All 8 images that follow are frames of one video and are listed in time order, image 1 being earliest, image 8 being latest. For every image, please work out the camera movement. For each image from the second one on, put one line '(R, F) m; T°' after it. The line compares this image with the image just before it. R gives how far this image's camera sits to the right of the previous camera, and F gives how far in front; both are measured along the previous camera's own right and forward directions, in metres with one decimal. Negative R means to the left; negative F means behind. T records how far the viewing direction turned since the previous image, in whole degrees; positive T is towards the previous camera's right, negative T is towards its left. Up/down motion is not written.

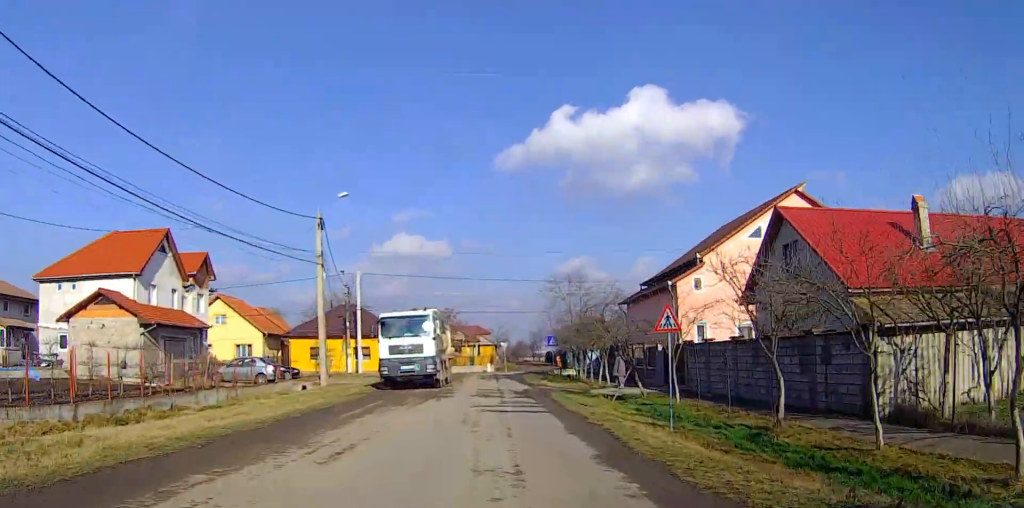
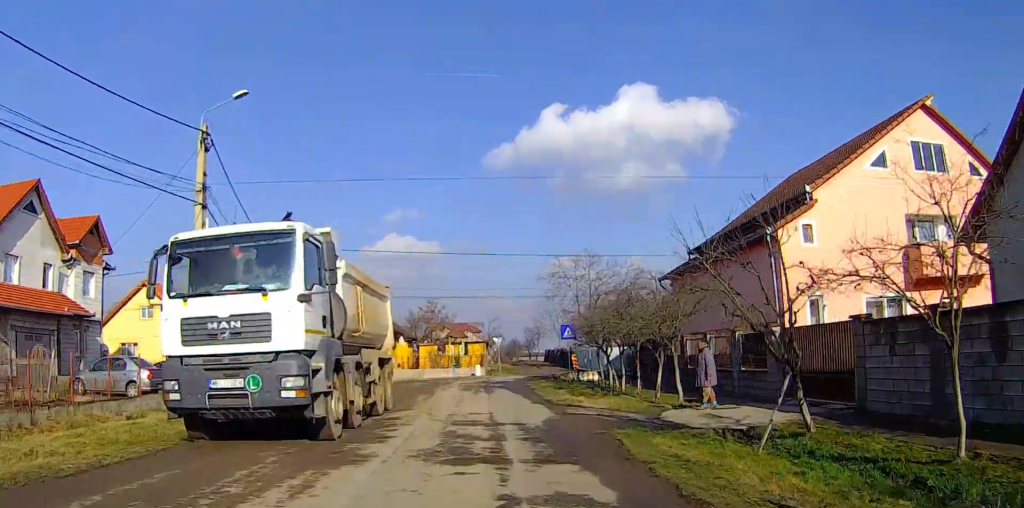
(-0.2, +12.5) m; -1°
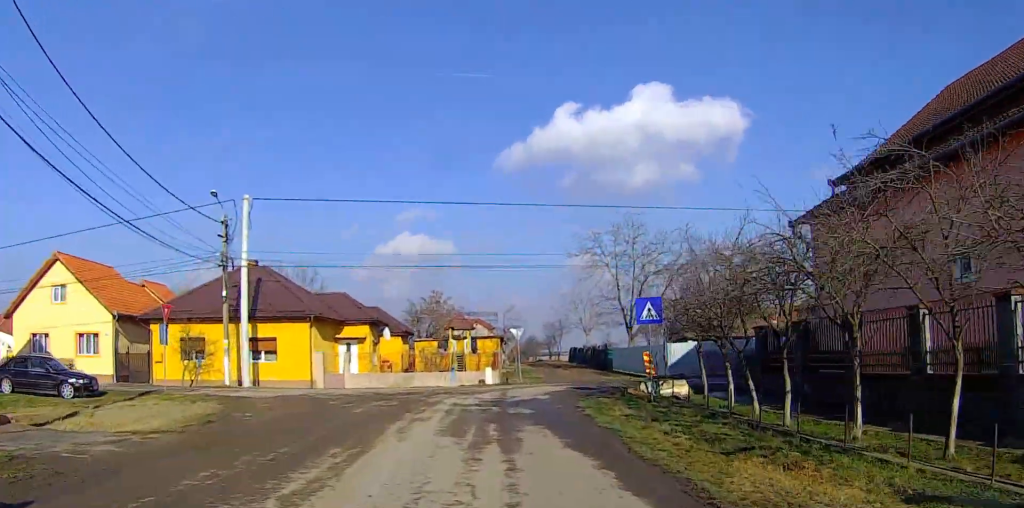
(-0.2, +13.2) m; 0°
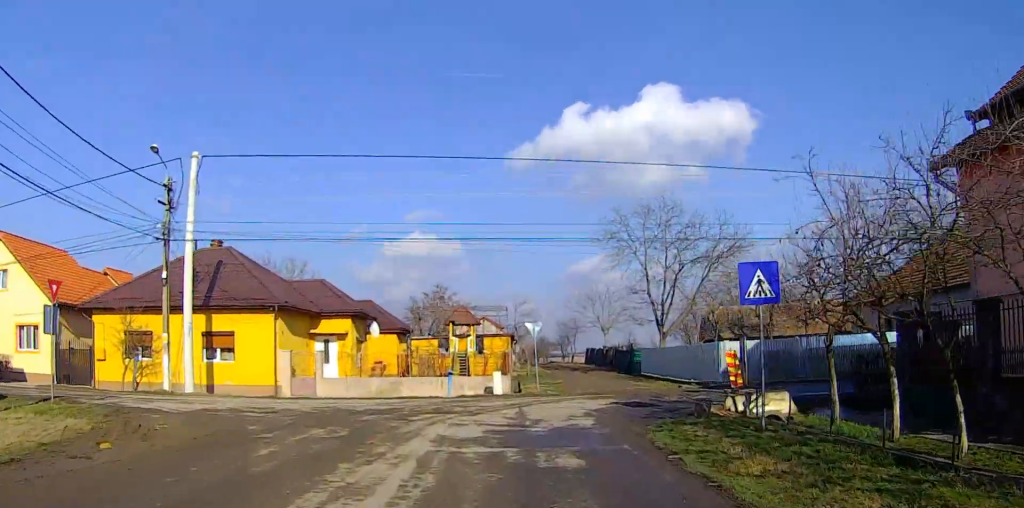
(+0.1, +7.1) m; +1°
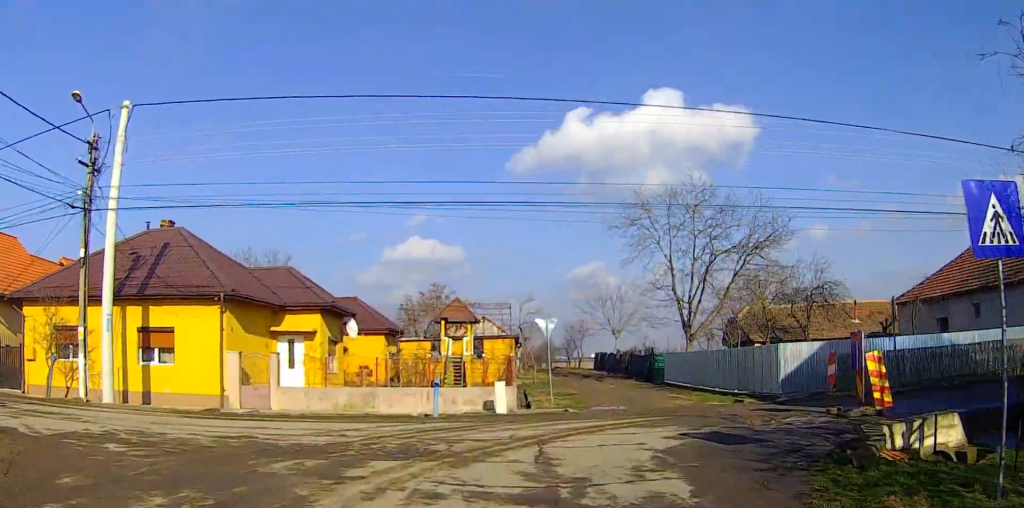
(0.0, +6.0) m; +3°
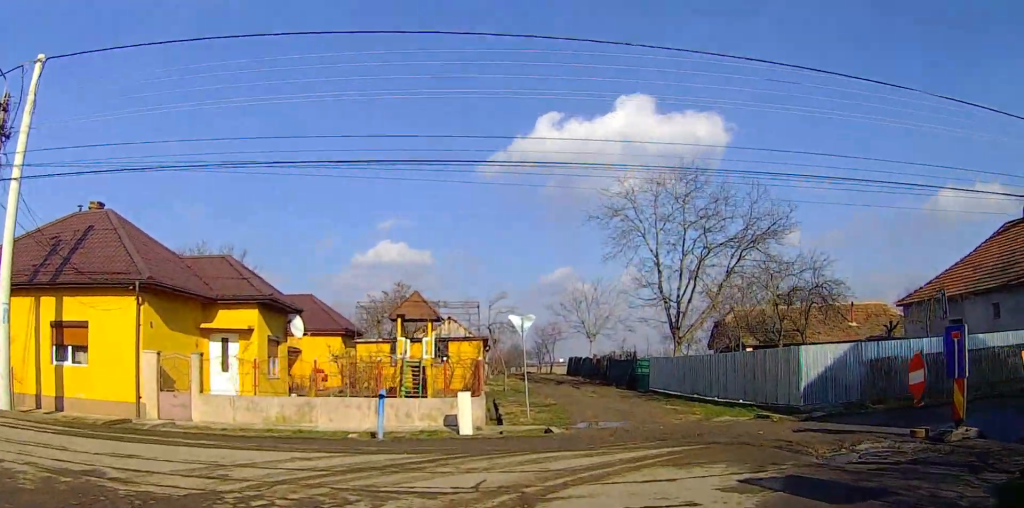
(0.0, +5.0) m; +5°
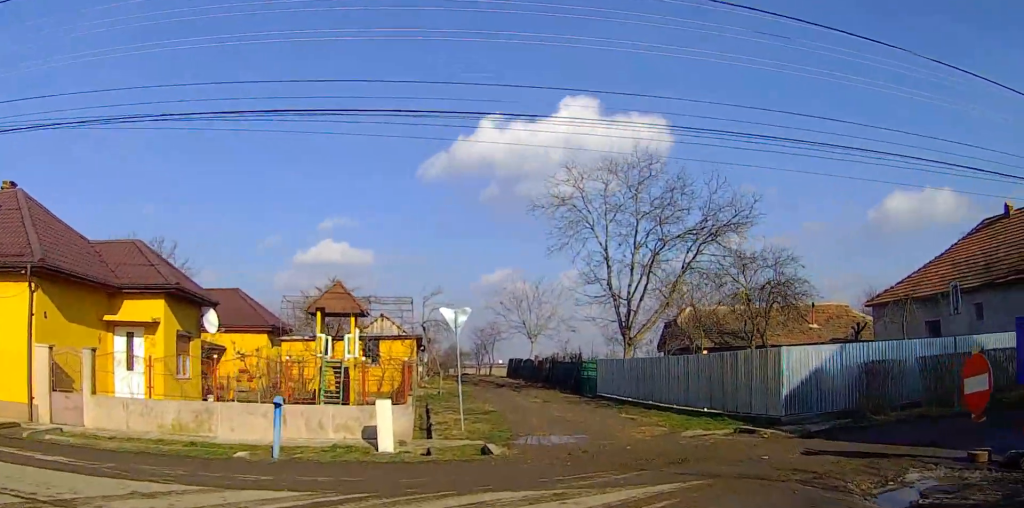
(+0.3, +4.3) m; +11°
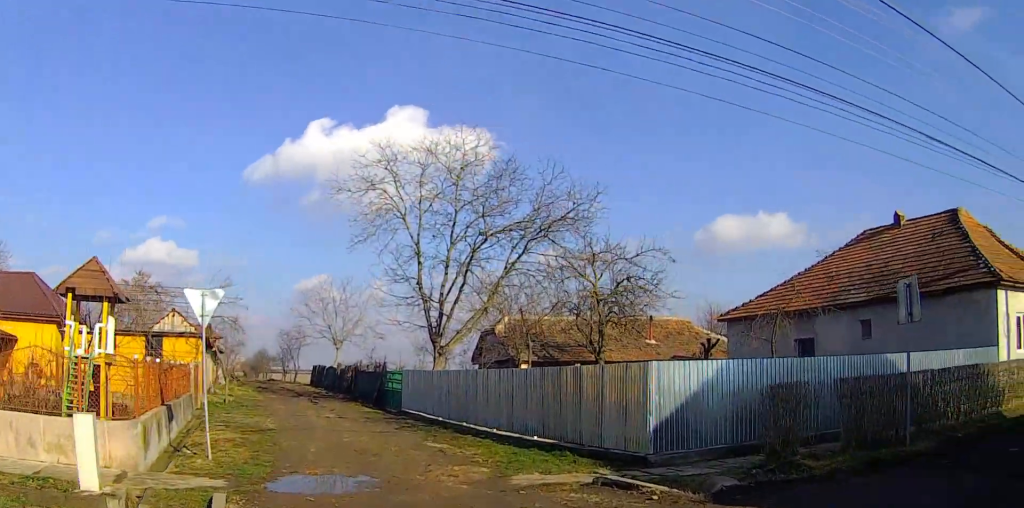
(+1.2, +3.6) m; +46°
